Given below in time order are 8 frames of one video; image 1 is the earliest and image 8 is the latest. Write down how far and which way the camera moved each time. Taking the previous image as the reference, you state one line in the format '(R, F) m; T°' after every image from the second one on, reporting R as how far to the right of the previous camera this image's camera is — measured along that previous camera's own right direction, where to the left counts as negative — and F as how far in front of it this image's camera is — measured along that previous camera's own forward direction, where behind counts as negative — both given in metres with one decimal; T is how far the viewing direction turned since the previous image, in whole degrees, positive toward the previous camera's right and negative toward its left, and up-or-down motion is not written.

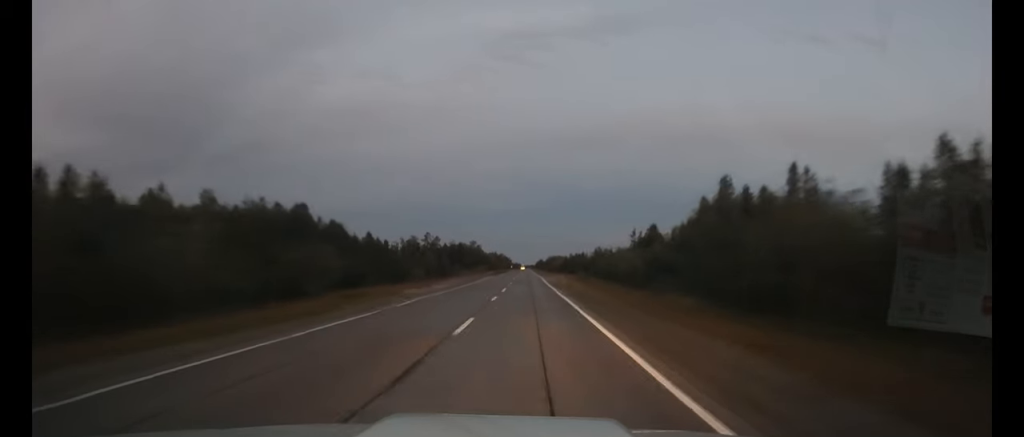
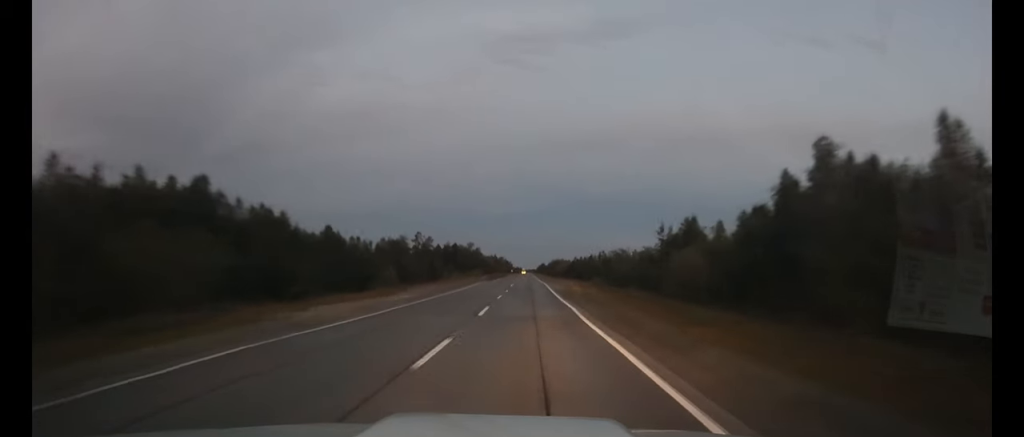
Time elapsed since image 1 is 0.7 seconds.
(+0.1, +17.3) m; 0°
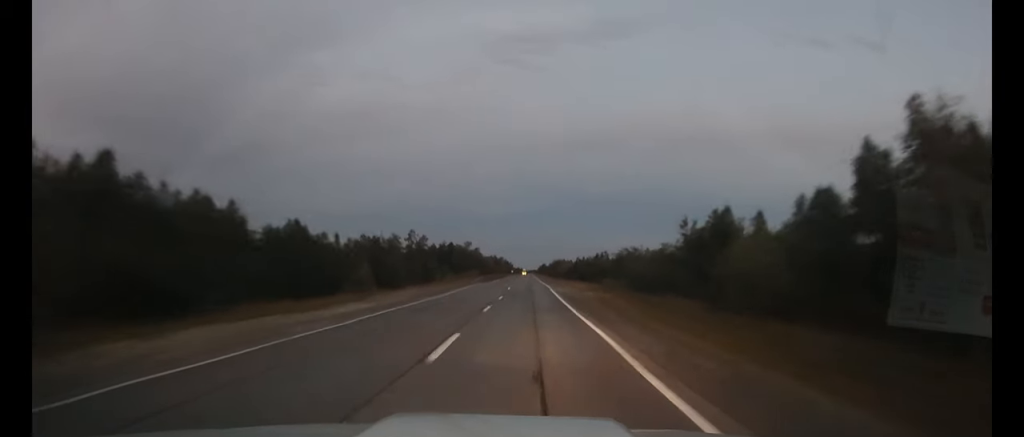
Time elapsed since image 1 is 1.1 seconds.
(0.0, +9.9) m; 0°
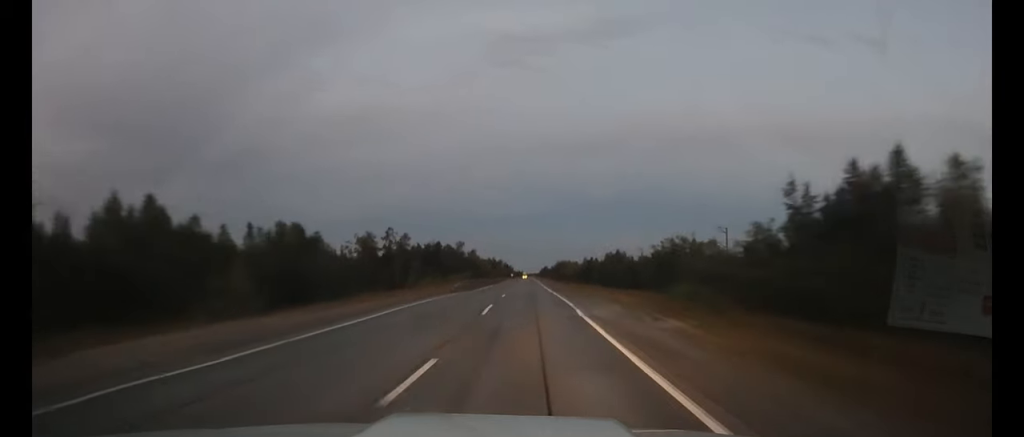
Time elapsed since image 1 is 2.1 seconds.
(0.0, +24.8) m; 0°
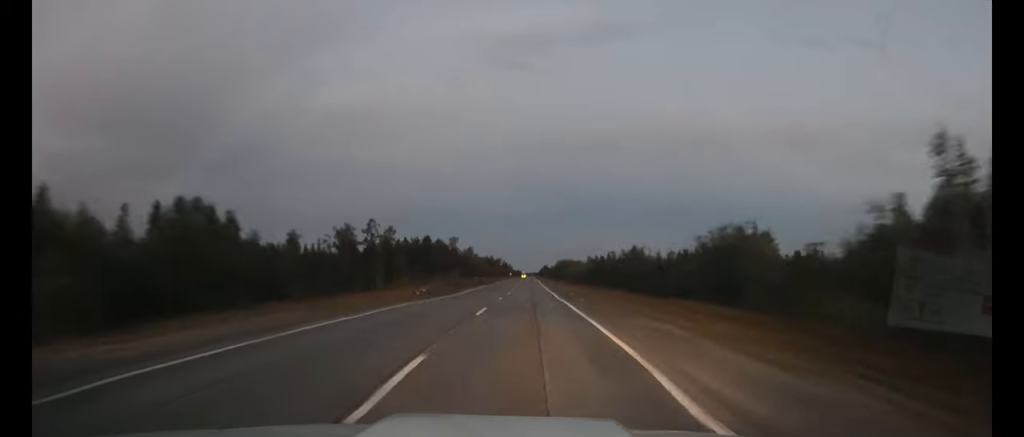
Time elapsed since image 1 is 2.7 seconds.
(0.0, +14.8) m; 0°
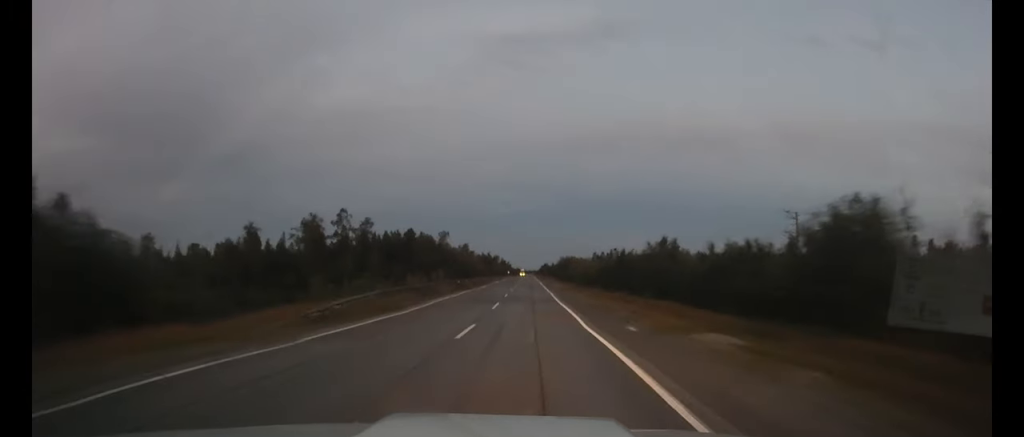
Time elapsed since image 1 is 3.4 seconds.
(0.0, +17.3) m; 0°
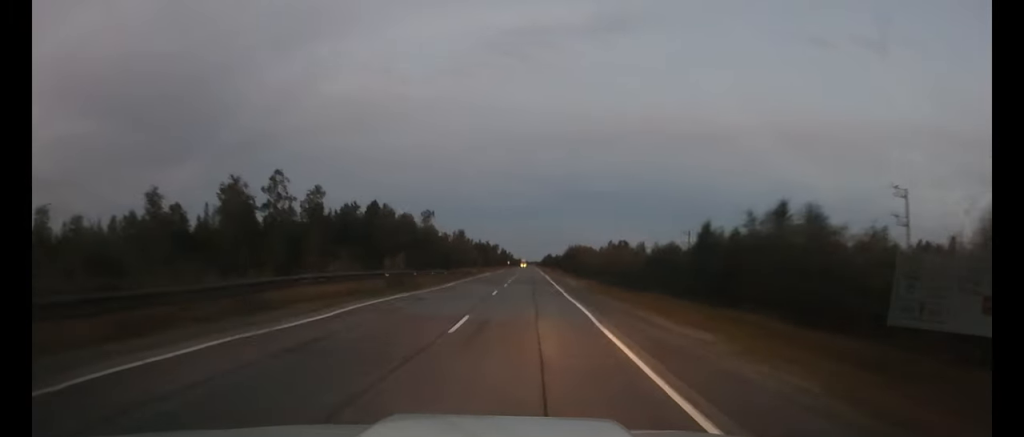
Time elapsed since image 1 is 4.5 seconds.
(0.0, +27.7) m; 0°
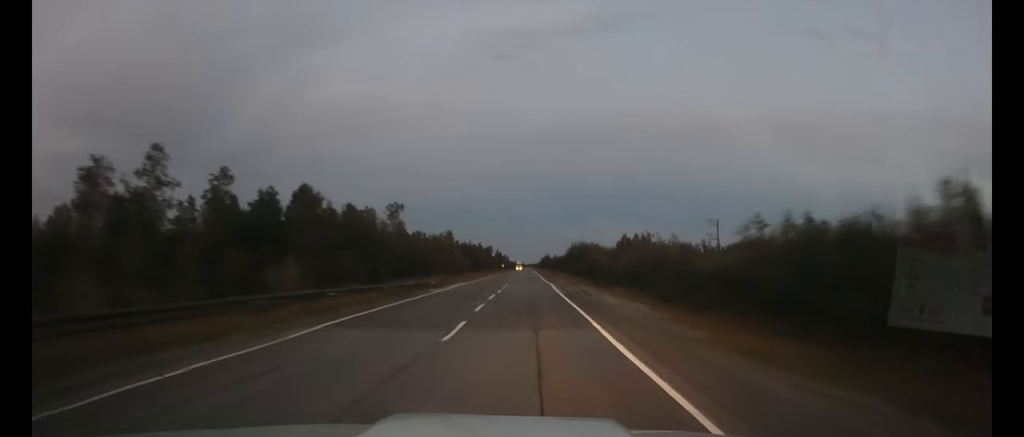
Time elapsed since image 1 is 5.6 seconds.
(0.0, +25.5) m; 0°
